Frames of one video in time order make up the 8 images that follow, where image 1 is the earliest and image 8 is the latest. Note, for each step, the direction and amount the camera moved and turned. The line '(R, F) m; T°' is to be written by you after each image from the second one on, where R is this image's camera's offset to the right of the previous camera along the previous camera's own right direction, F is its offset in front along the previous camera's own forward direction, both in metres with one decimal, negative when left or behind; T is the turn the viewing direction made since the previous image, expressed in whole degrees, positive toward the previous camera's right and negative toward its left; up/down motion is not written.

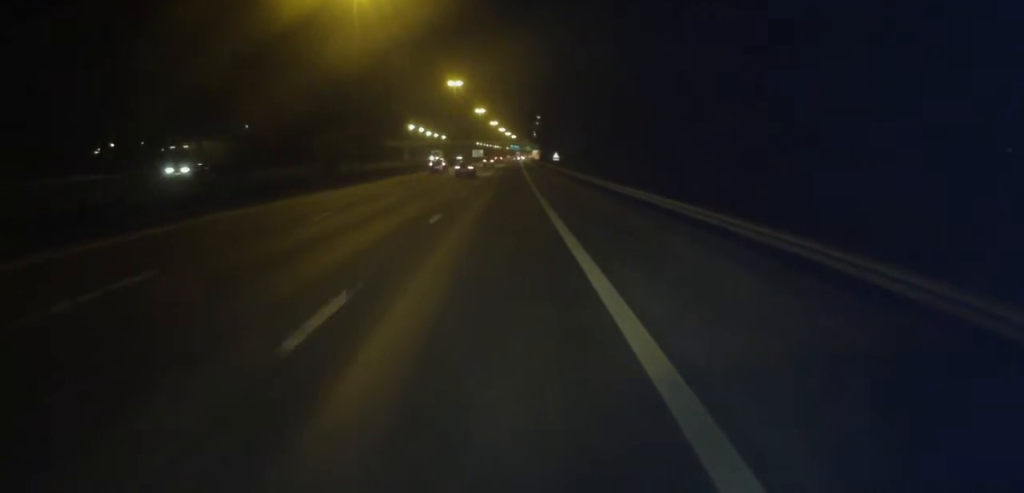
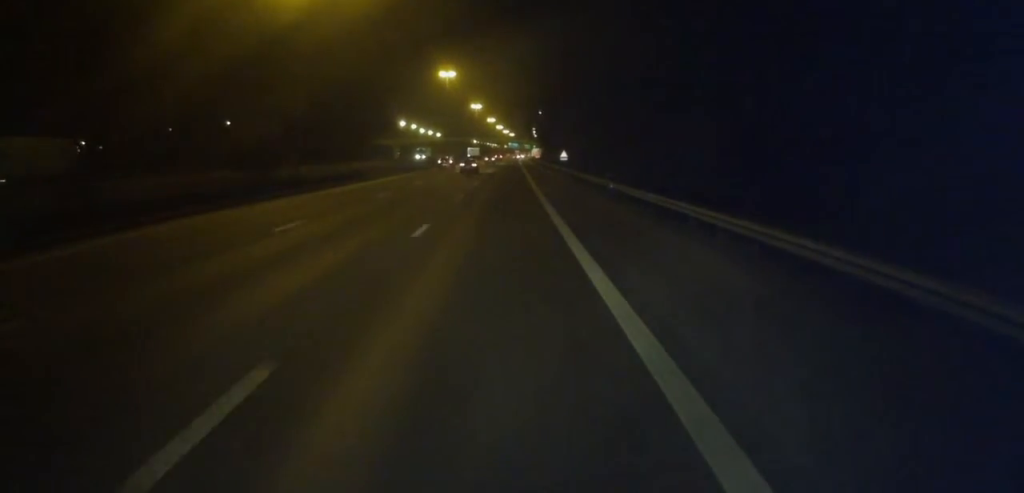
(0.0, +15.6) m; -1°
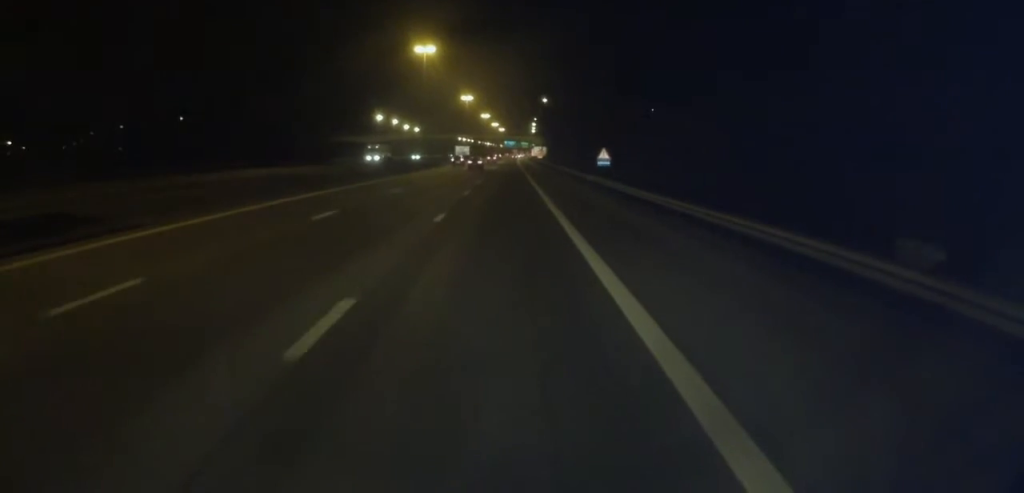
(-0.1, +34.5) m; +1°
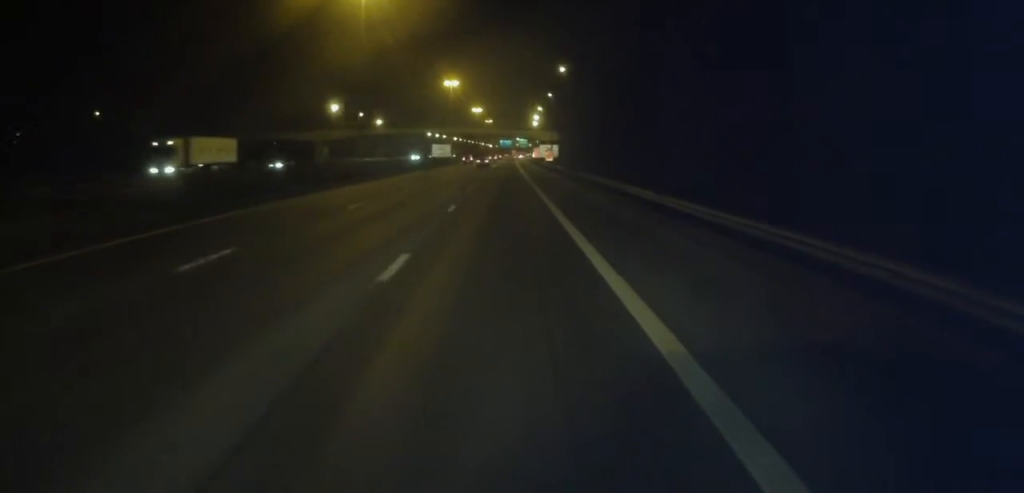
(+0.4, +46.2) m; +1°
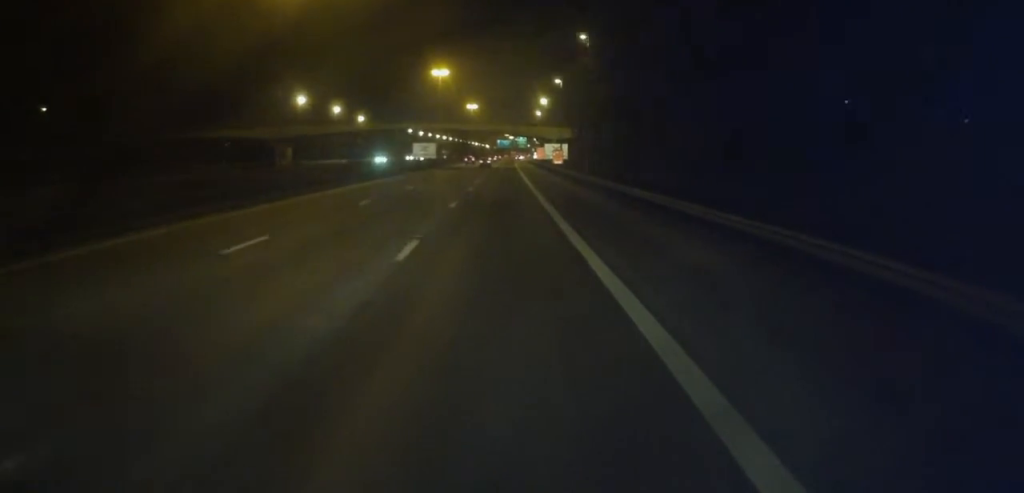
(0.0, +22.8) m; 0°
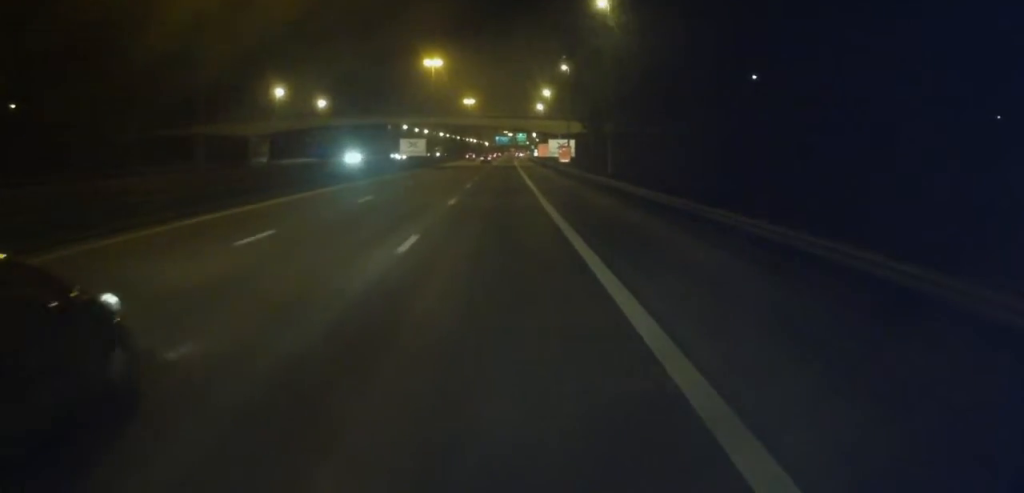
(0.0, +11.8) m; 0°
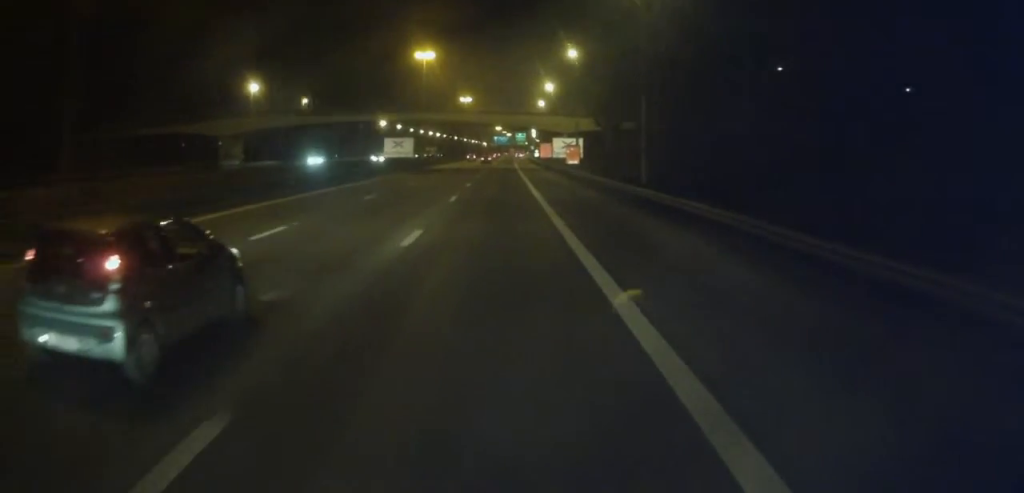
(0.0, +11.1) m; +1°
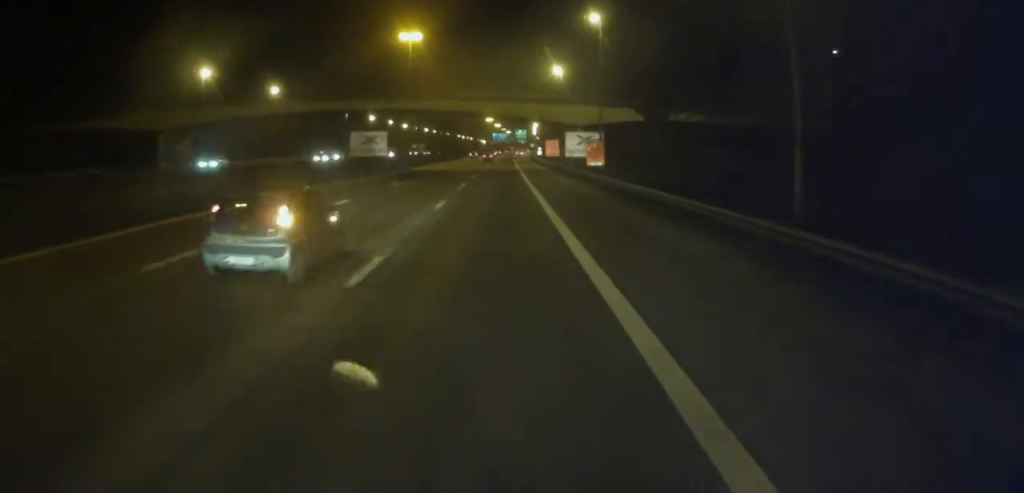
(+0.1, +17.3) m; +1°
